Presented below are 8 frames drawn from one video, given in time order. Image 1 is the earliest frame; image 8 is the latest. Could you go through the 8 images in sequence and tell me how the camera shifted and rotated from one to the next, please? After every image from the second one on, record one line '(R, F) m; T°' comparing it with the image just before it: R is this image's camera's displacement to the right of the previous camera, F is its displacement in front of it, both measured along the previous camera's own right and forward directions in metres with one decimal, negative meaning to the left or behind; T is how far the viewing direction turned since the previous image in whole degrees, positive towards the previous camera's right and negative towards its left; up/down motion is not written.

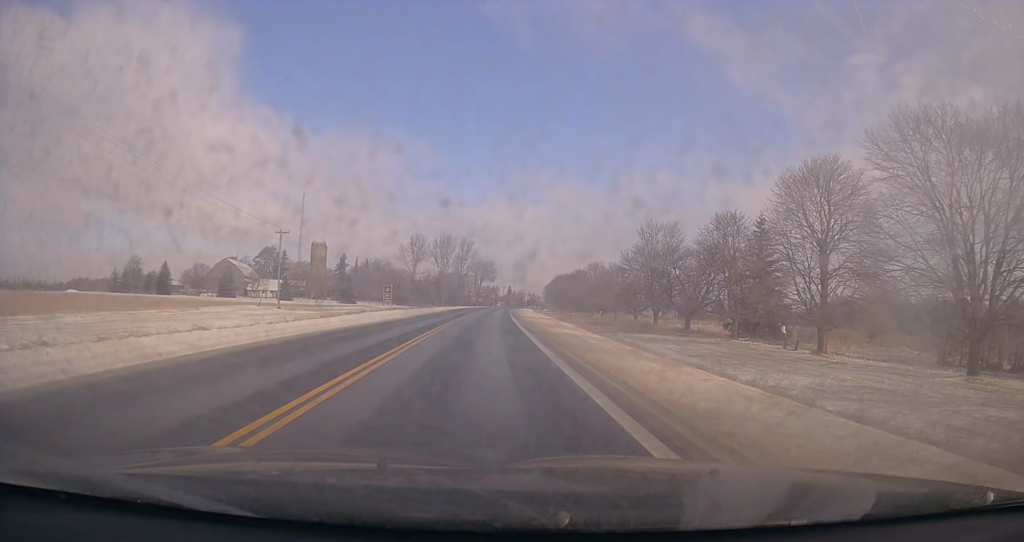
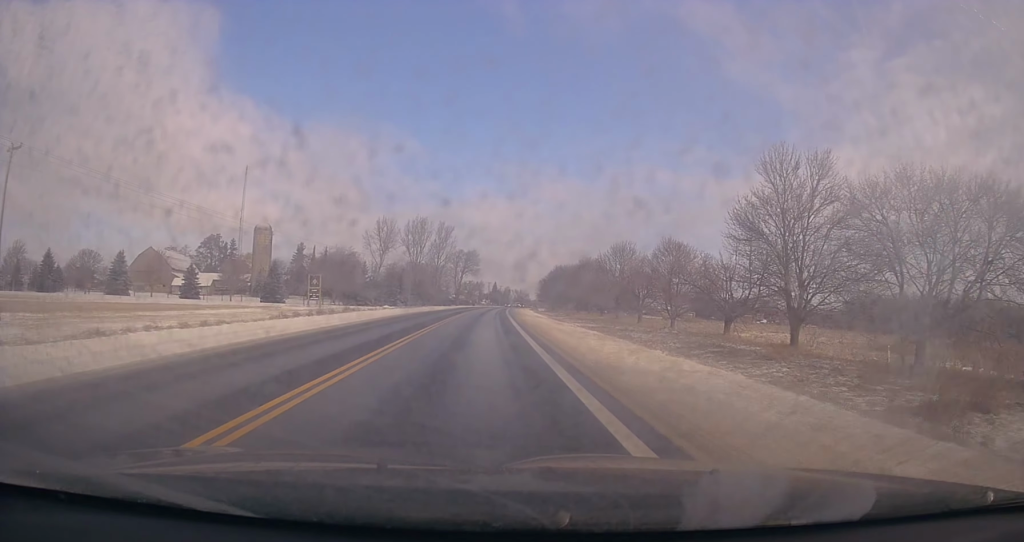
(+0.9, +43.4) m; 0°
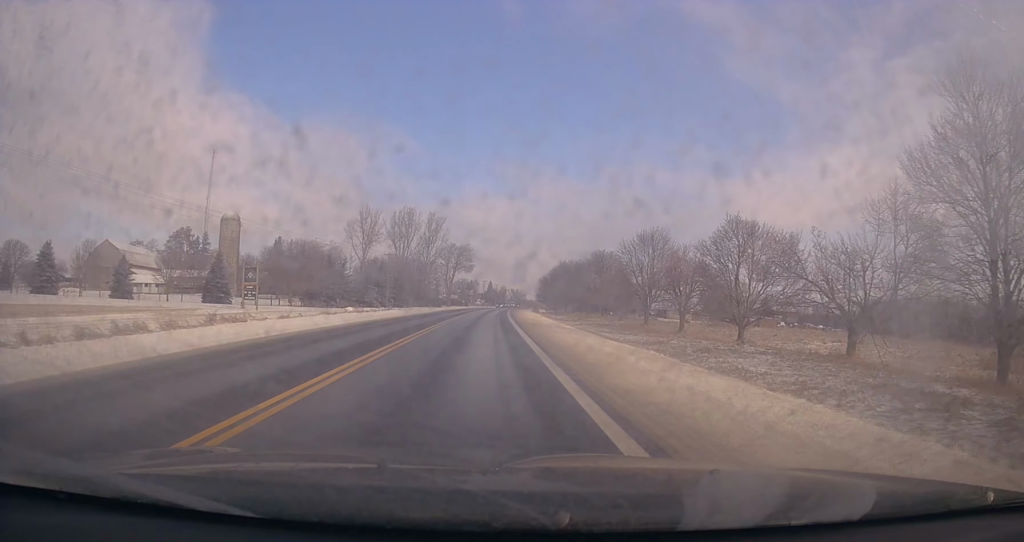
(-0.4, +20.9) m; 0°
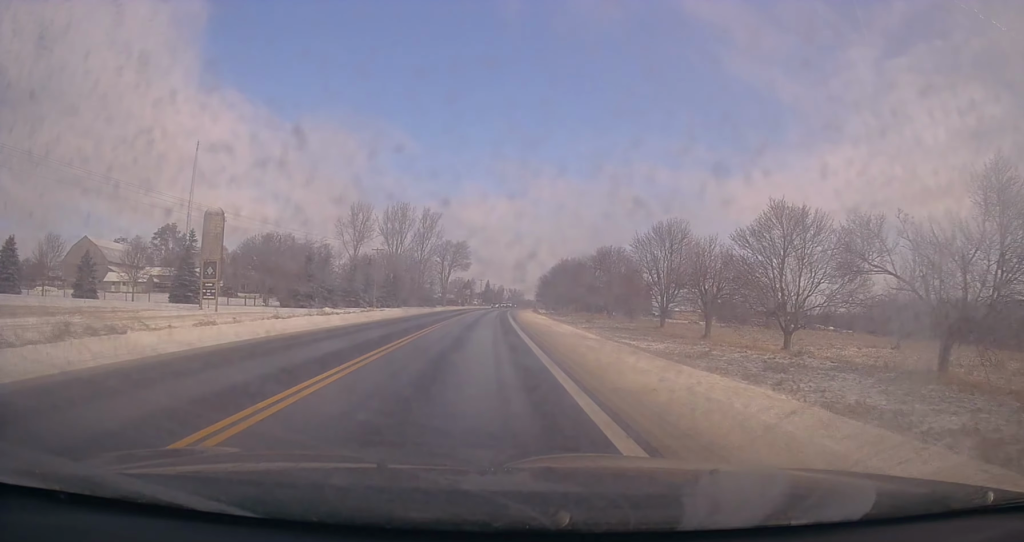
(+0.2, +8.4) m; +1°
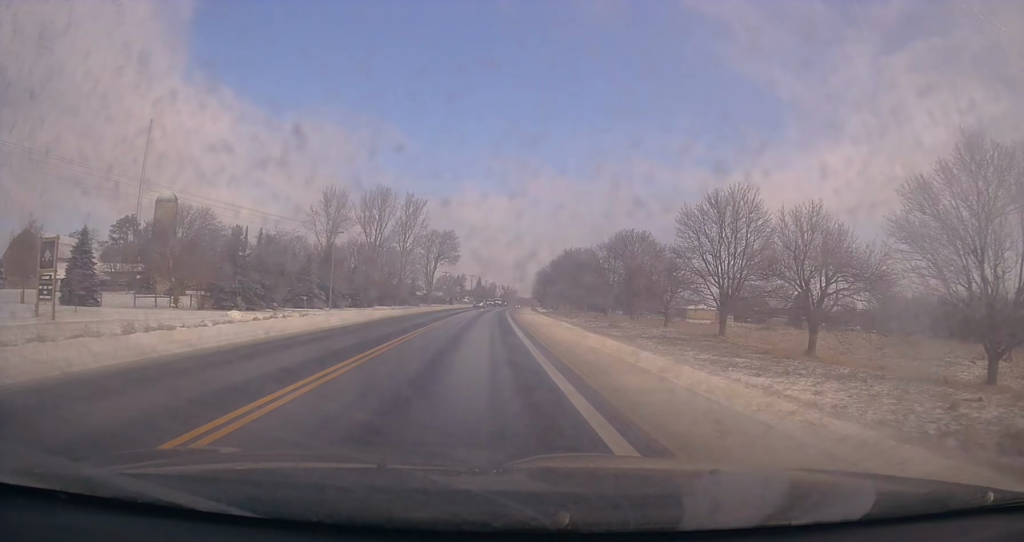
(+0.3, +21.2) m; +1°
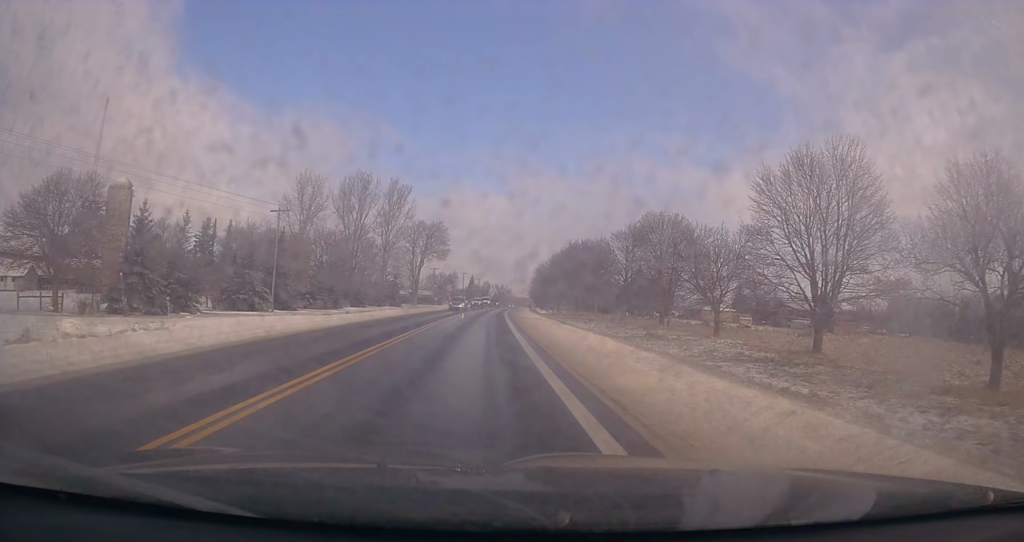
(0.0, +16.9) m; +1°
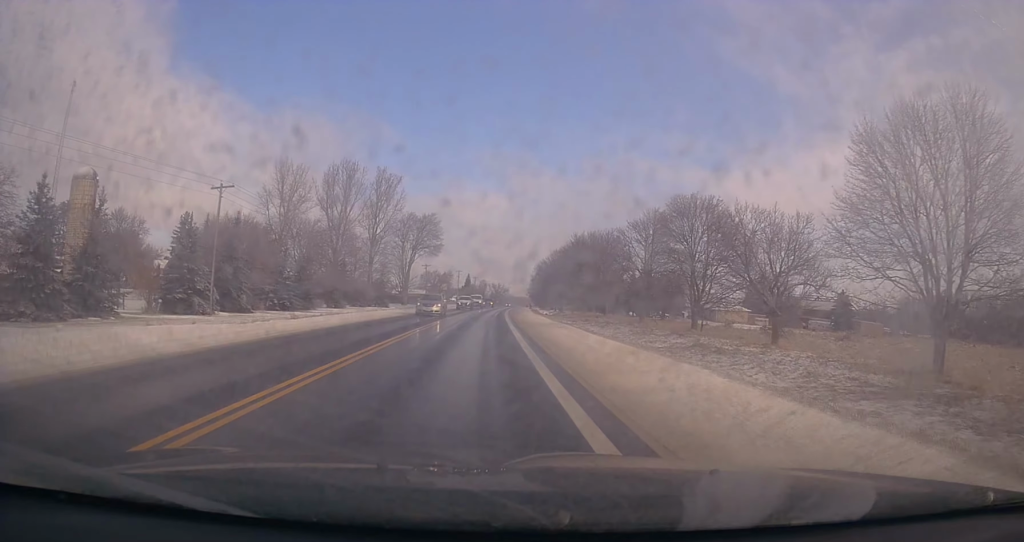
(-0.2, +11.3) m; +1°
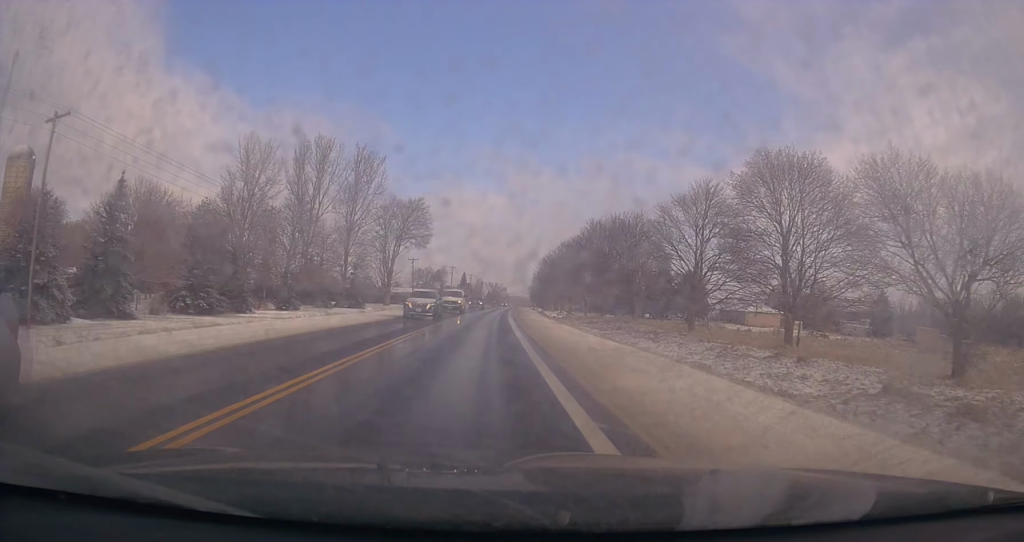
(+0.6, +18.2) m; +1°
